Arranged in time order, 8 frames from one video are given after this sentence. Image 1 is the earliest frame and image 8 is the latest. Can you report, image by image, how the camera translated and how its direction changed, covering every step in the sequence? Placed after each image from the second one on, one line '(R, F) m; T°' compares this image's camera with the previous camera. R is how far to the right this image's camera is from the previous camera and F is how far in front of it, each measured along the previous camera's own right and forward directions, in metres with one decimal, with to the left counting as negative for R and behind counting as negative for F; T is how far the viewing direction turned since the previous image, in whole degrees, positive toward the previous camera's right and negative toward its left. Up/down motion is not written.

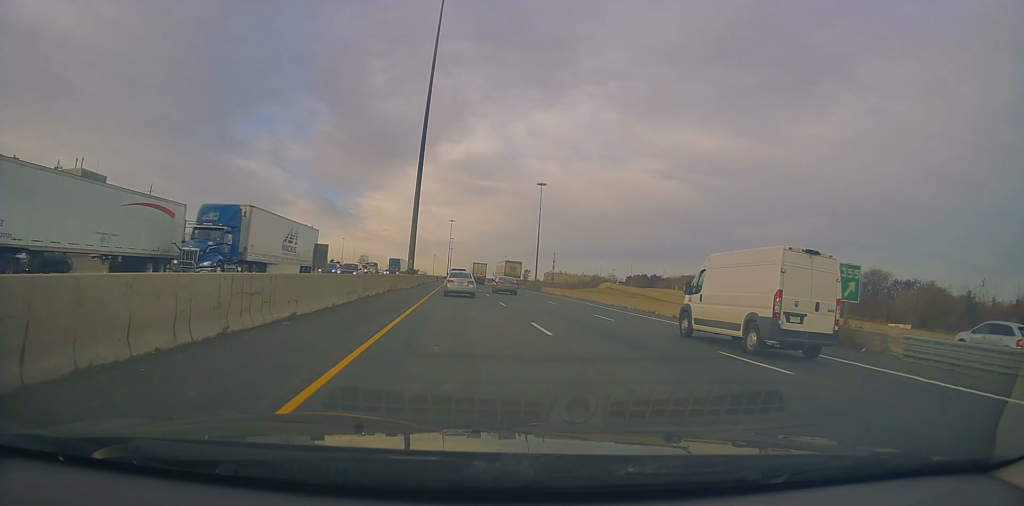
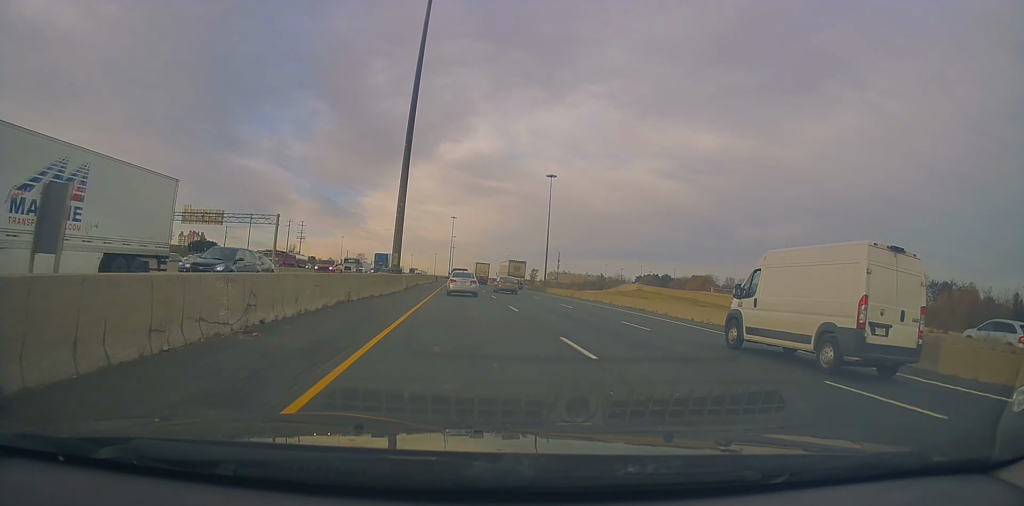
(-0.4, +16.4) m; +1°
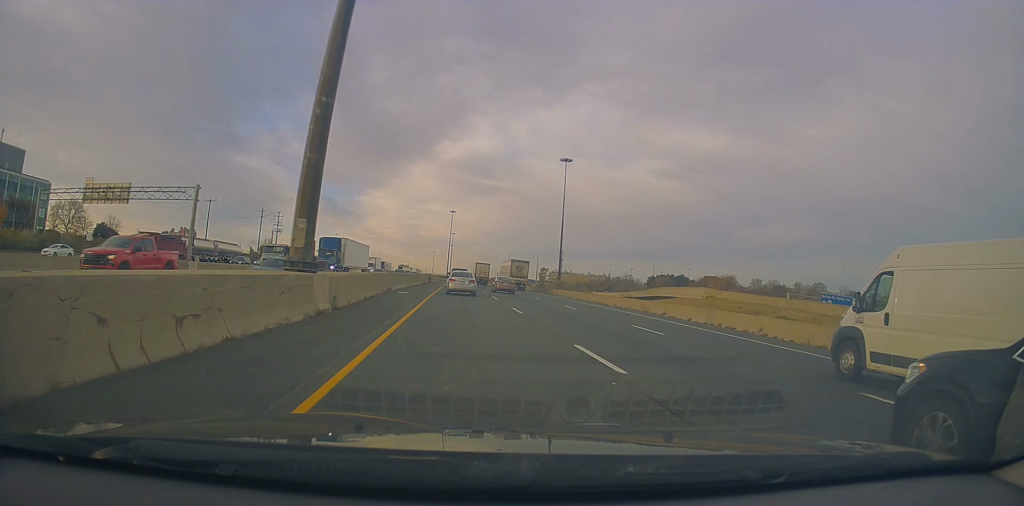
(+0.7, +25.6) m; +1°
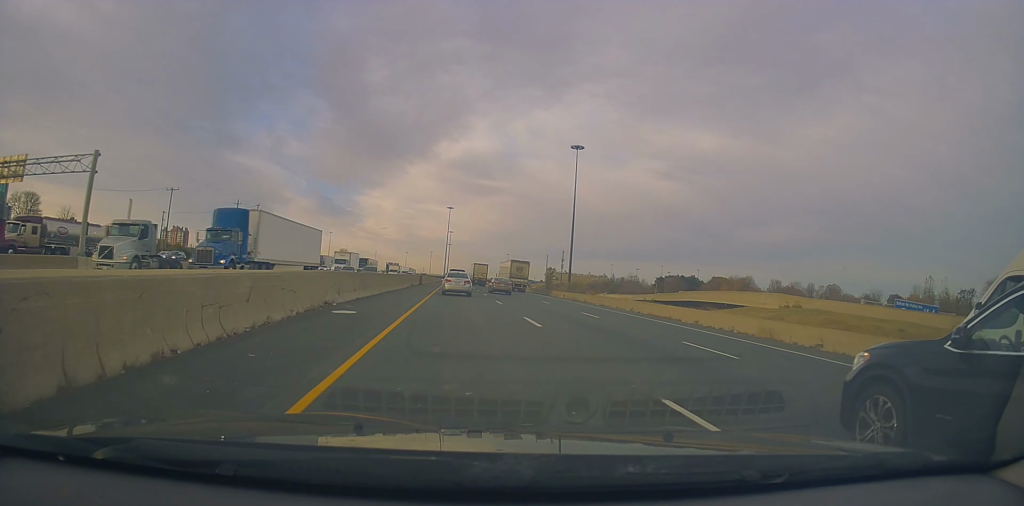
(+0.2, +17.2) m; 0°
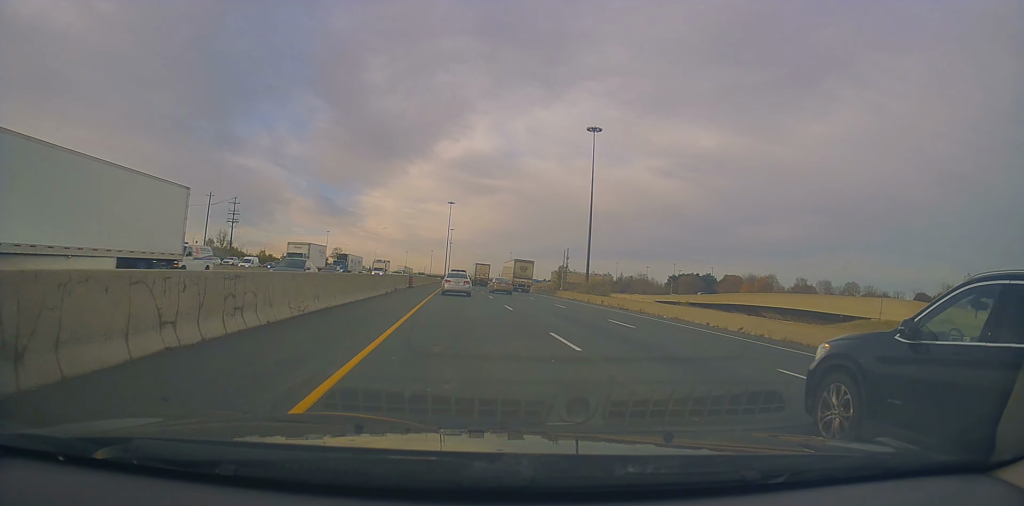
(-0.3, +16.7) m; -1°
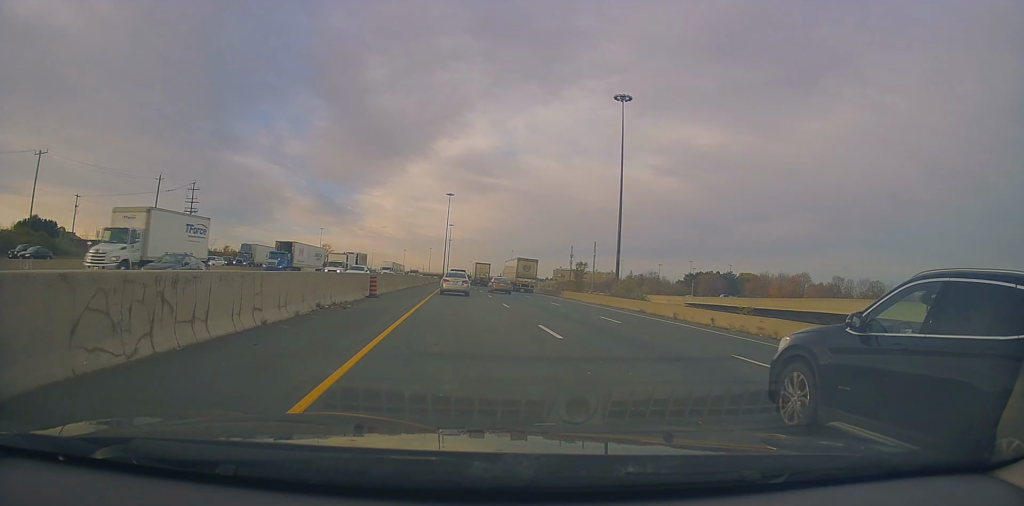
(-0.1, +22.8) m; 0°
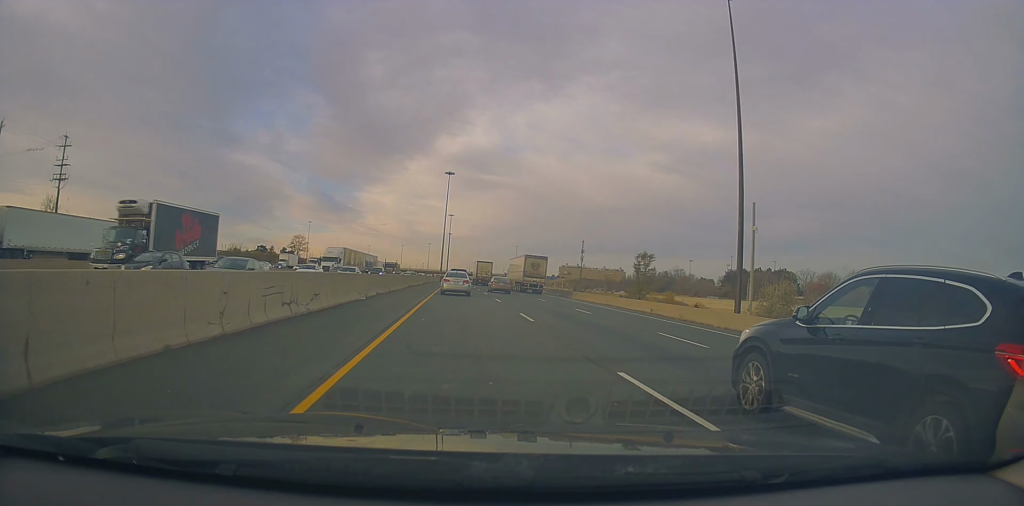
(+0.2, +43.6) m; 0°
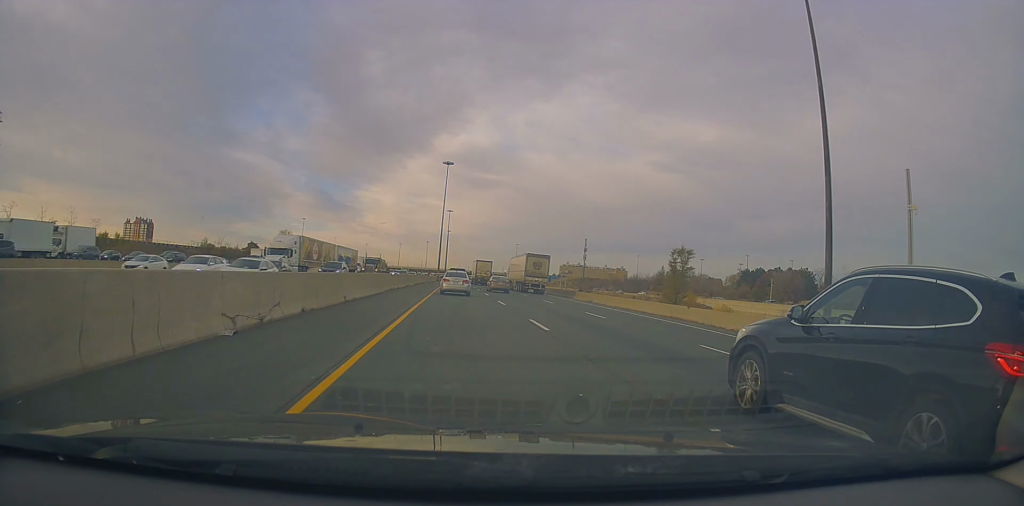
(0.0, +15.4) m; 0°
